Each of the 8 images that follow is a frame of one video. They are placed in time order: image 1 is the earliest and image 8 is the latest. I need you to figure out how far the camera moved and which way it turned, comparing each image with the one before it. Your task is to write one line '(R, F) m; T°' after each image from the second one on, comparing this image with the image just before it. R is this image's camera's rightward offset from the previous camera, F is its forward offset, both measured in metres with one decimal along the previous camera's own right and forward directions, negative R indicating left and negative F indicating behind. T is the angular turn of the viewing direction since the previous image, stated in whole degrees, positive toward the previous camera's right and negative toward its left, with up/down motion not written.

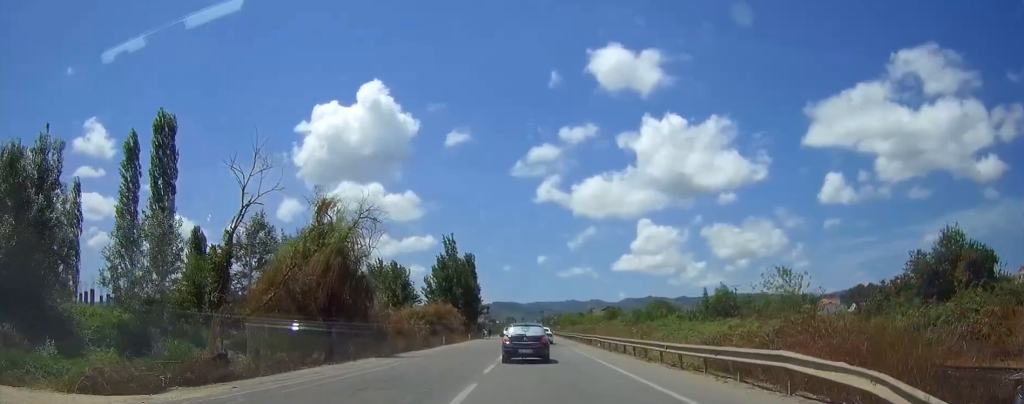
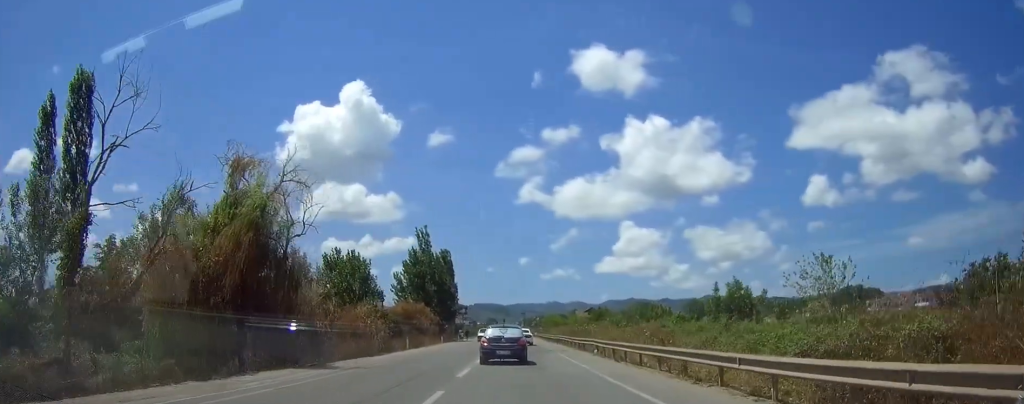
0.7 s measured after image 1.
(0.0, +9.4) m; +1°
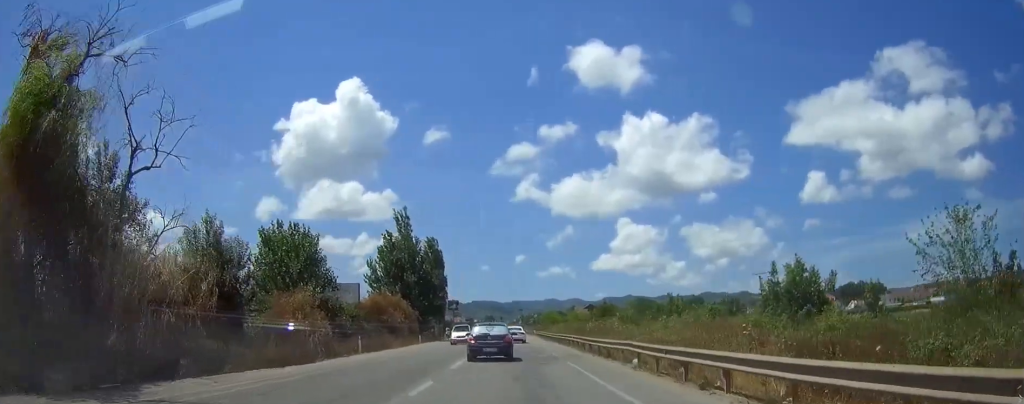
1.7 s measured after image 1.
(+0.2, +13.8) m; +1°
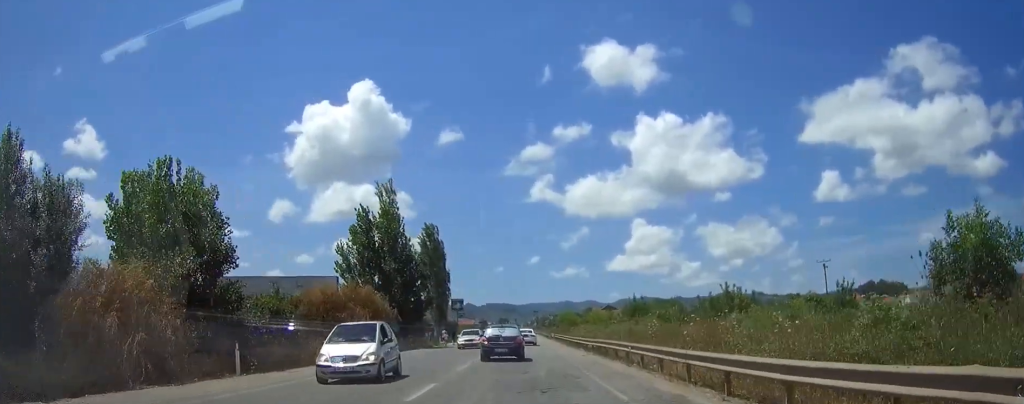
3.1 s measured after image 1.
(+0.1, +17.7) m; 0°
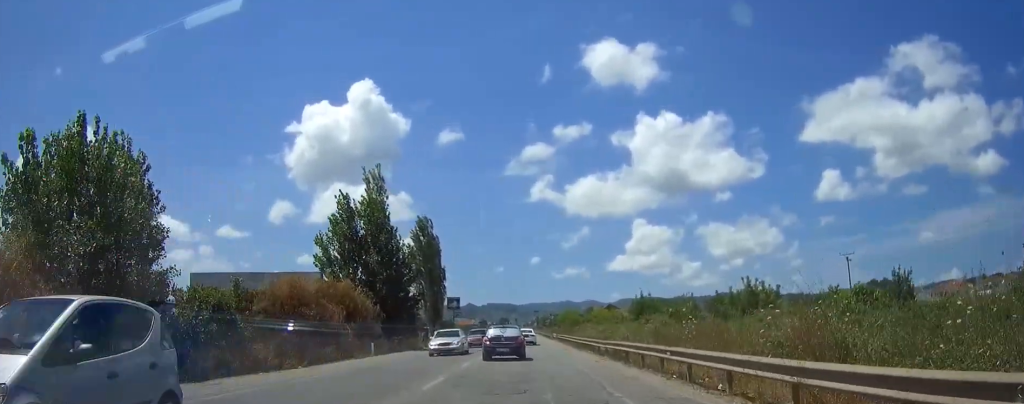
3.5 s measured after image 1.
(0.0, +6.4) m; 0°
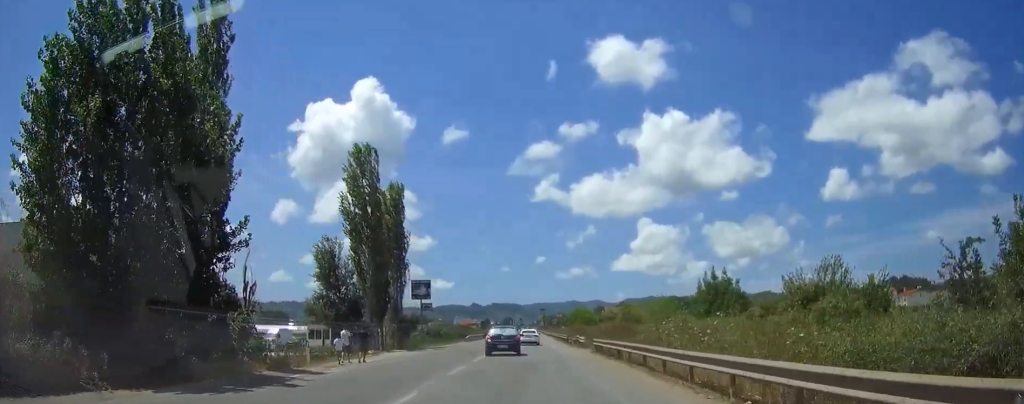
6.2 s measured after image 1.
(-0.5, +36.6) m; -1°
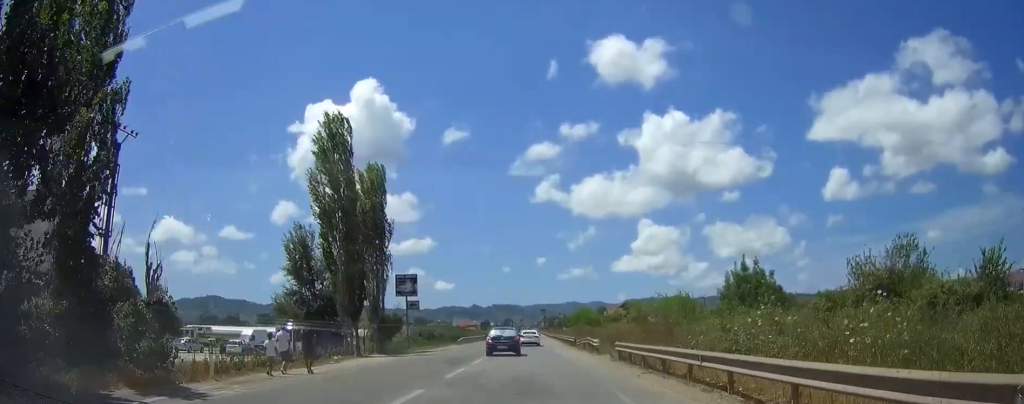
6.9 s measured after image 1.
(0.0, +8.5) m; 0°
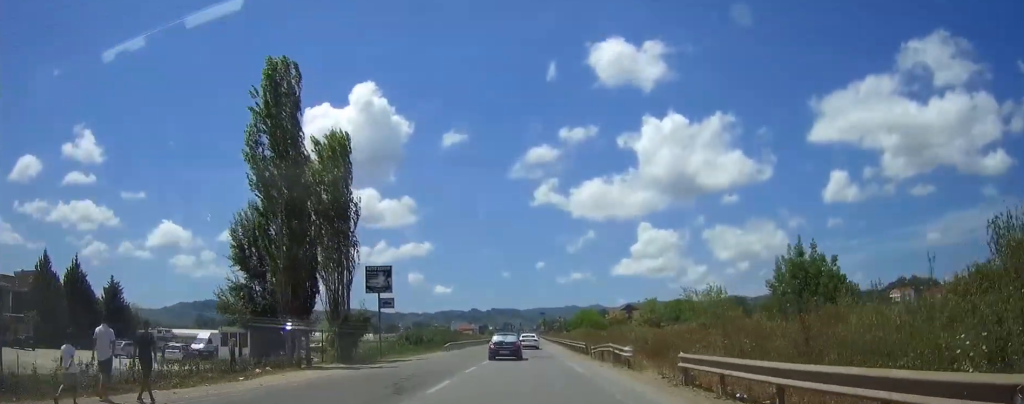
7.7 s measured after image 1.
(0.0, +10.9) m; 0°
